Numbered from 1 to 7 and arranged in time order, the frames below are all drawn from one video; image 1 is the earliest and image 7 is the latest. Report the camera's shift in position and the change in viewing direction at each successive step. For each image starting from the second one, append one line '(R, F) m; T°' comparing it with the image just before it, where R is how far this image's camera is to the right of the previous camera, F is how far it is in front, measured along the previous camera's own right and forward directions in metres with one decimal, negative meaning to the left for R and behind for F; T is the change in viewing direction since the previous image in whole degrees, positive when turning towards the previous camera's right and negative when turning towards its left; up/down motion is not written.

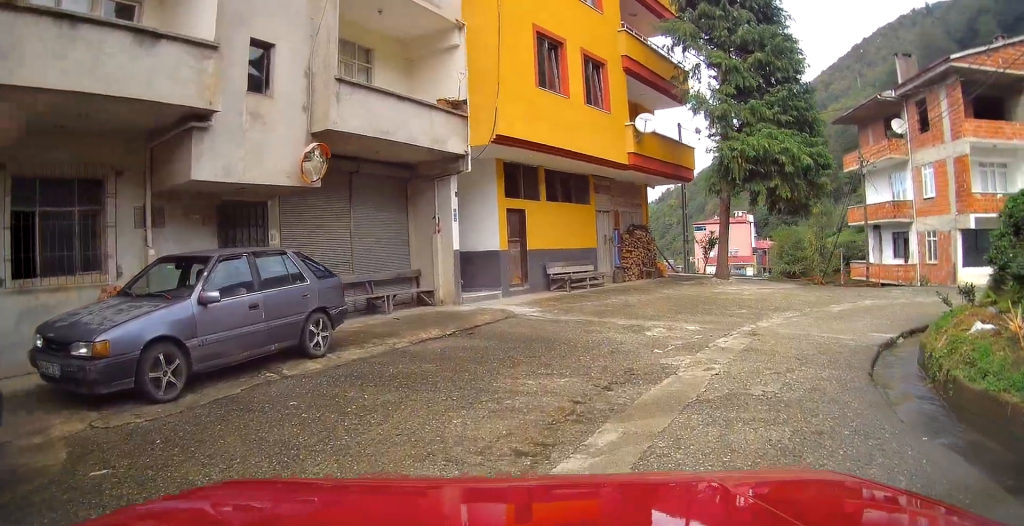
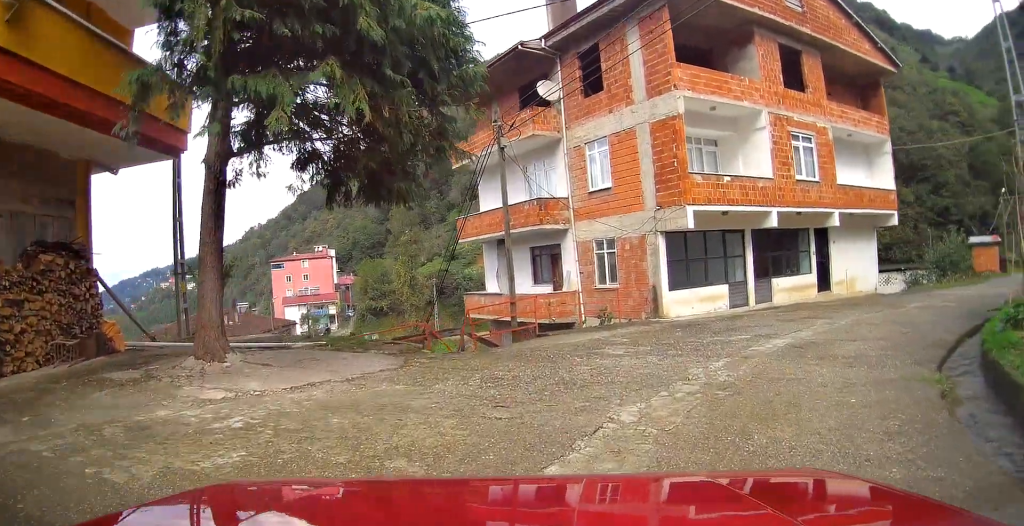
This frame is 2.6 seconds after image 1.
(+3.2, +12.6) m; +32°
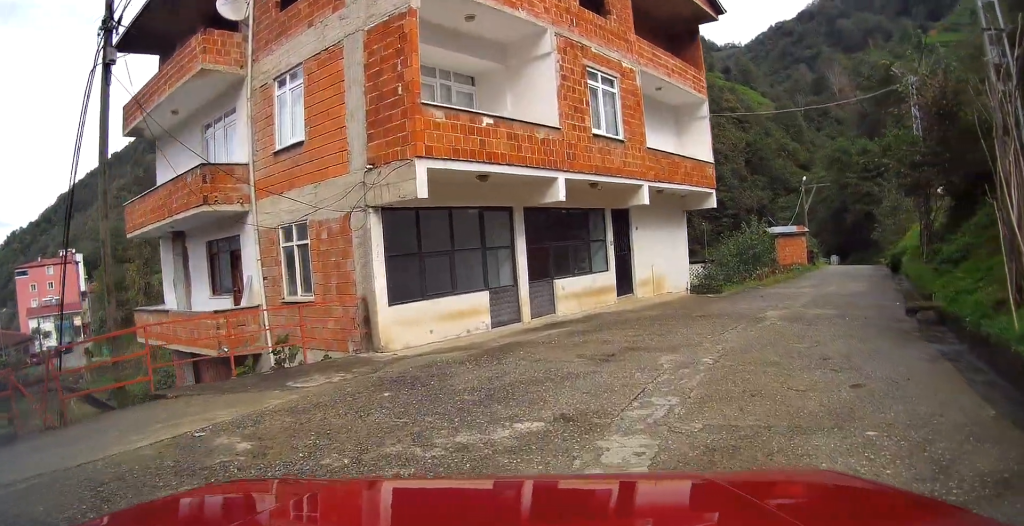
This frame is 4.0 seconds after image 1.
(+1.7, +7.9) m; +23°
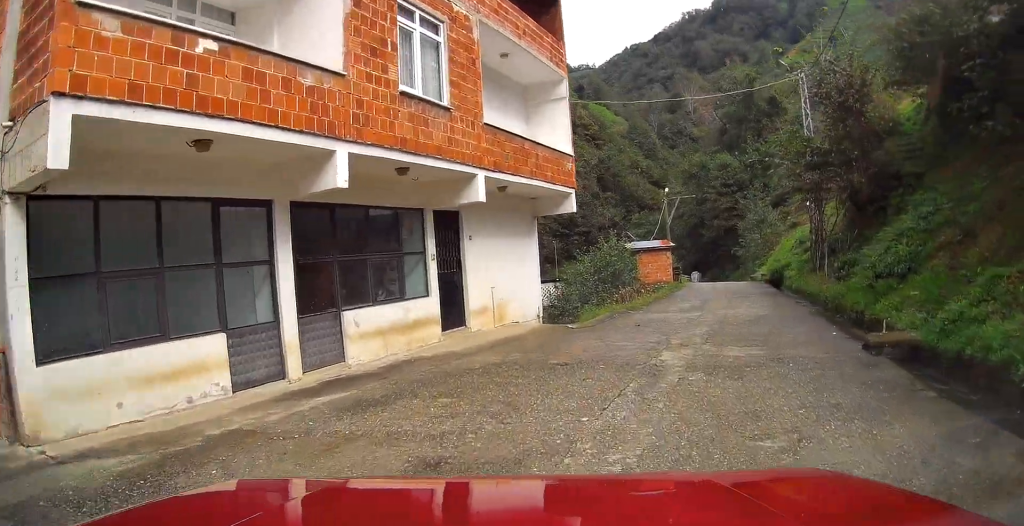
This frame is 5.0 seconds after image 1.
(+0.6, +5.6) m; +10°
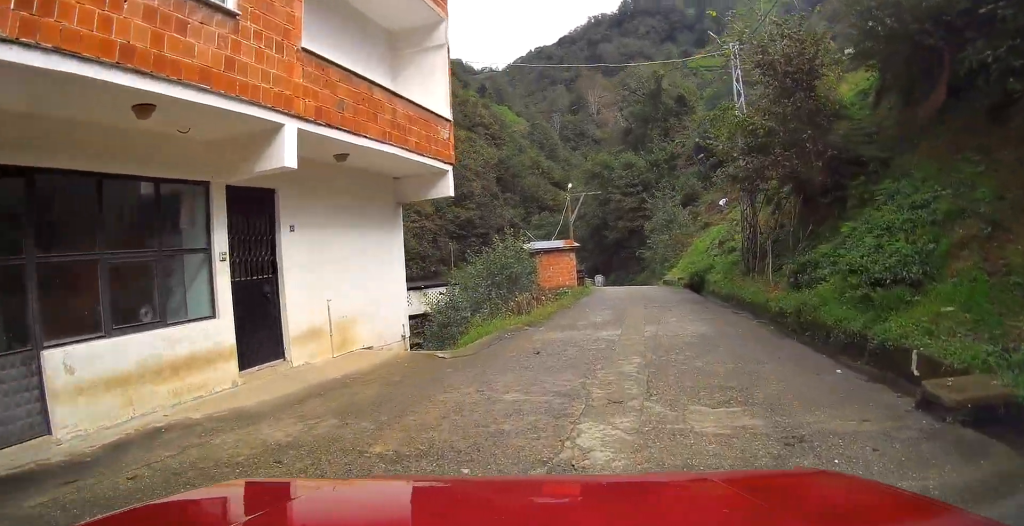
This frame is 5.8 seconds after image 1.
(+0.3, +5.0) m; +9°
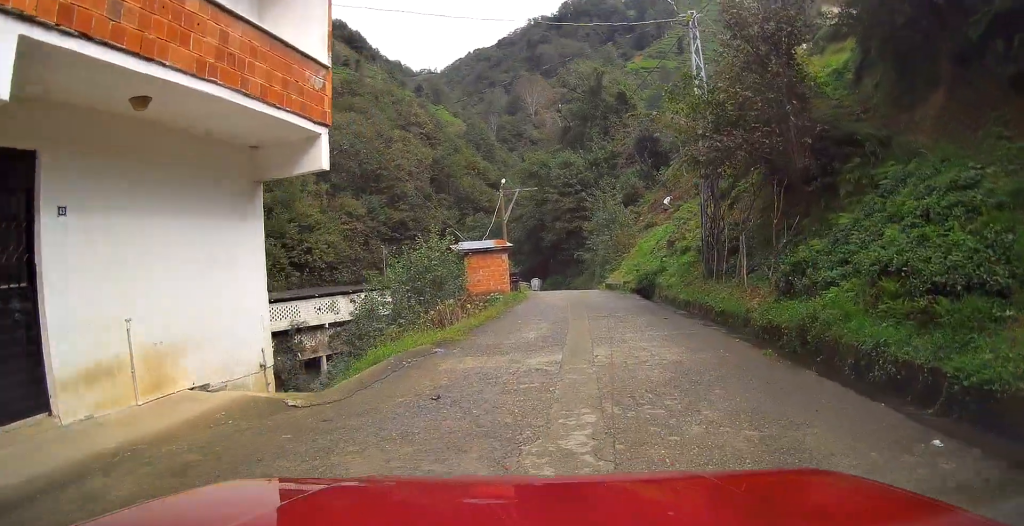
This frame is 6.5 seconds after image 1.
(+0.2, +3.9) m; +7°
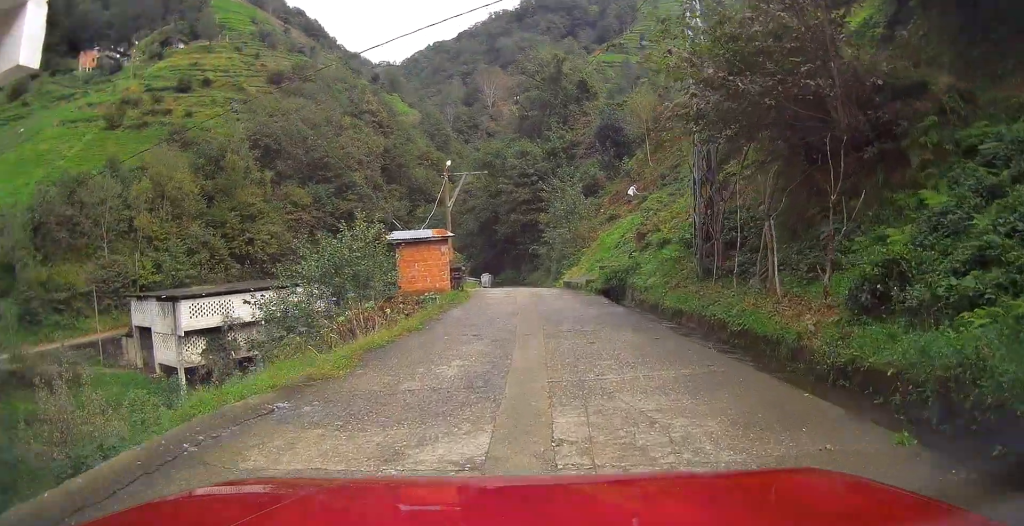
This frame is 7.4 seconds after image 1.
(+0.5, +5.1) m; +6°
